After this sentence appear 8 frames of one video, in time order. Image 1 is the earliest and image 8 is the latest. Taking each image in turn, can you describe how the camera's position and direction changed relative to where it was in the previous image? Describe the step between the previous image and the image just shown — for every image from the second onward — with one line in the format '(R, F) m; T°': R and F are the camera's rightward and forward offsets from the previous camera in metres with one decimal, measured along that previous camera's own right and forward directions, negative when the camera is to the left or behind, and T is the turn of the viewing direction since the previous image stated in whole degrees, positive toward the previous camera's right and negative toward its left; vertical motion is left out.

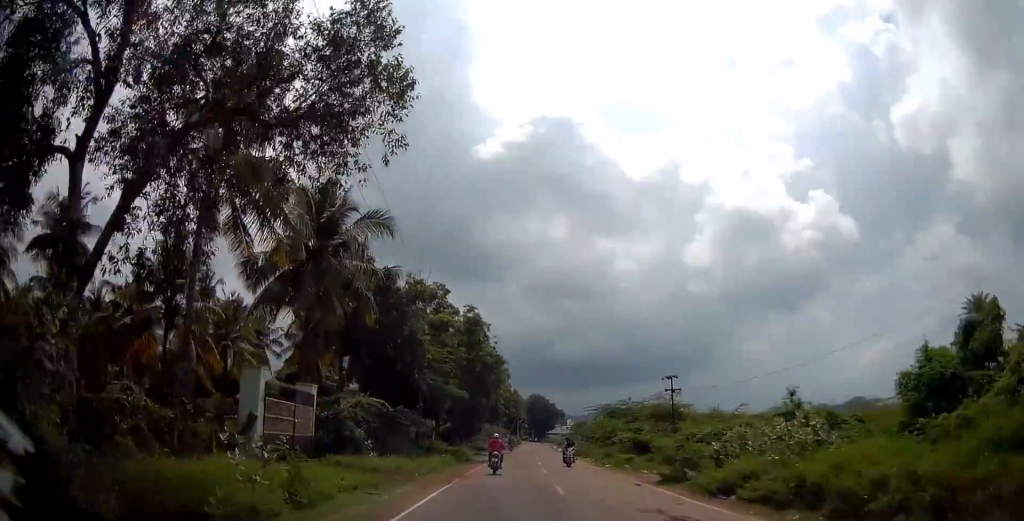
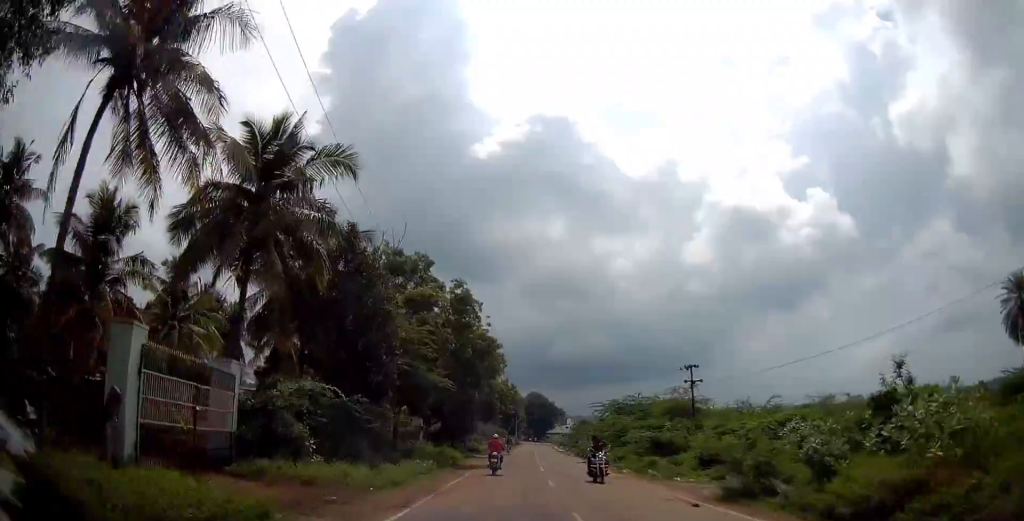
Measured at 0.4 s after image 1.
(0.0, +6.3) m; 0°
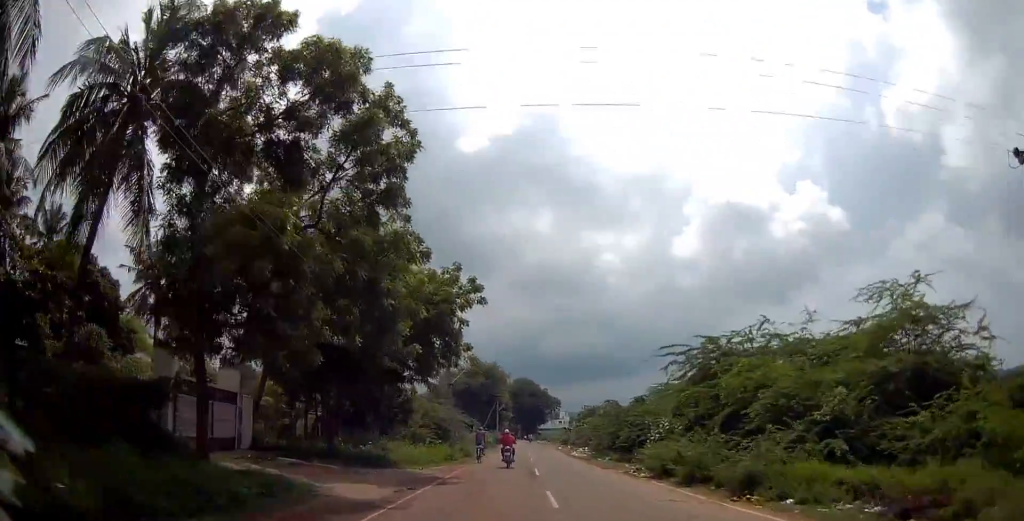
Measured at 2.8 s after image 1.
(+0.4, +34.2) m; +1°
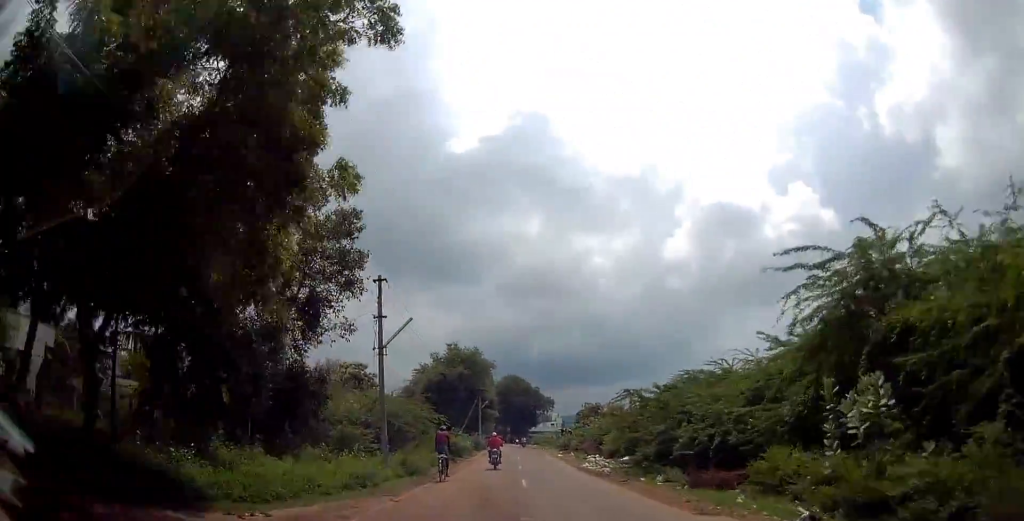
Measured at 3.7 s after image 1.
(0.0, +13.7) m; +1°
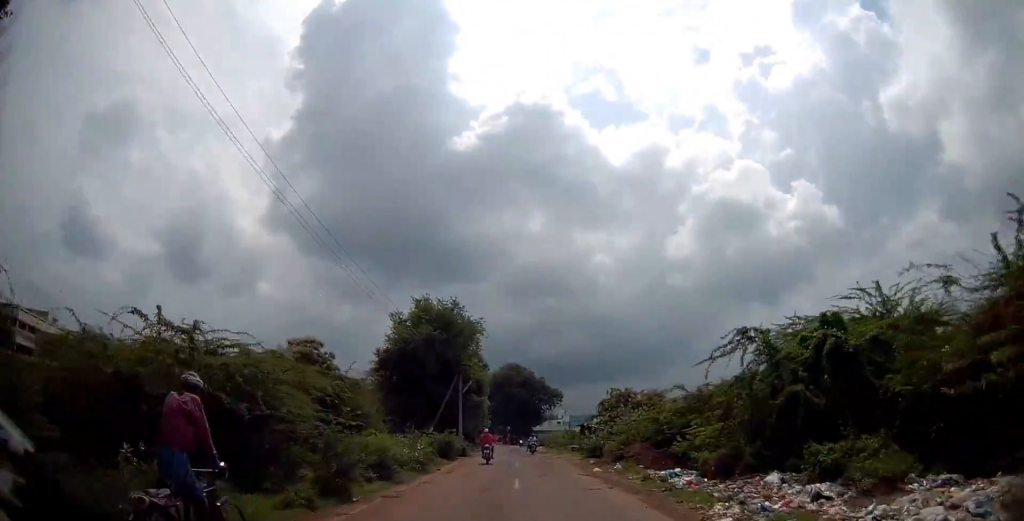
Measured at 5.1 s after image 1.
(-0.2, +19.4) m; -1°
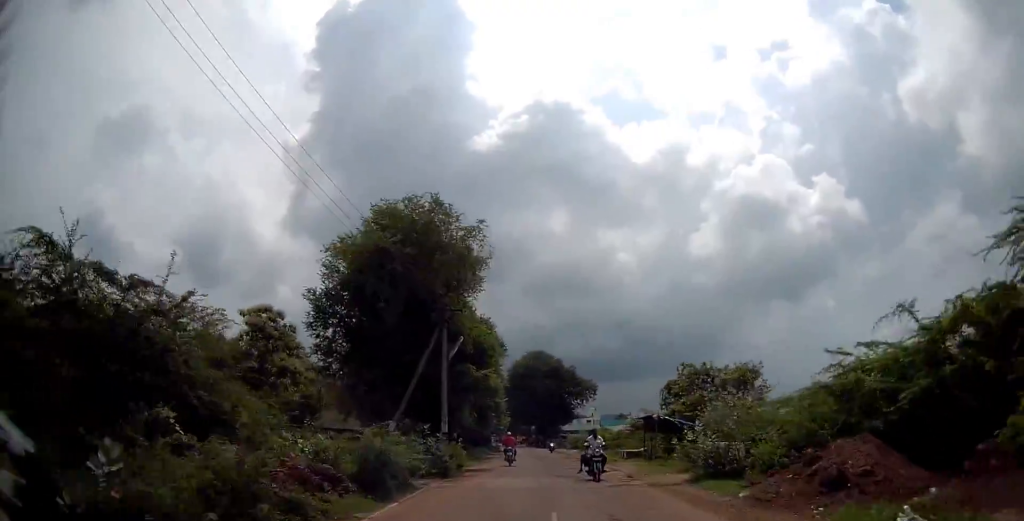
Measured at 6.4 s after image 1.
(+0.1, +16.7) m; -1°
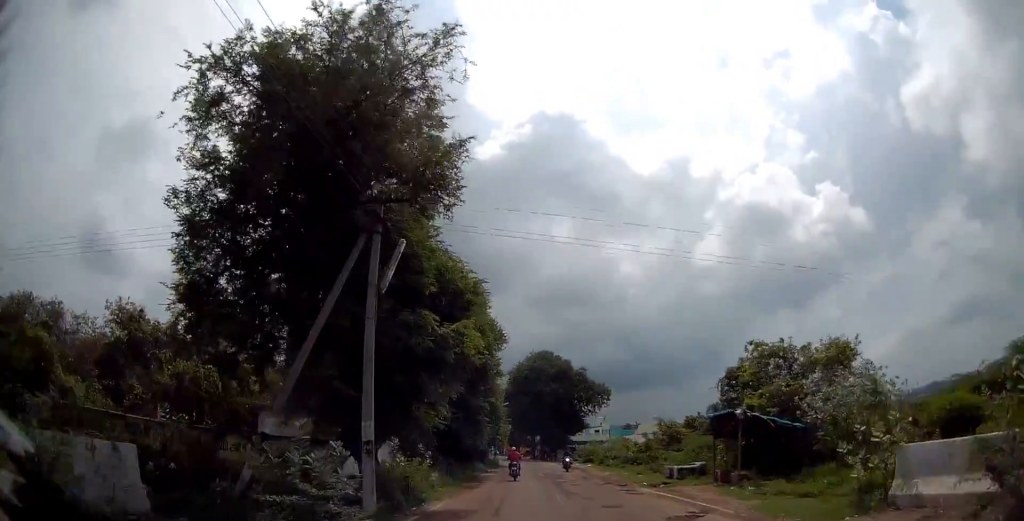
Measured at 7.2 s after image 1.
(-0.3, +10.8) m; -1°
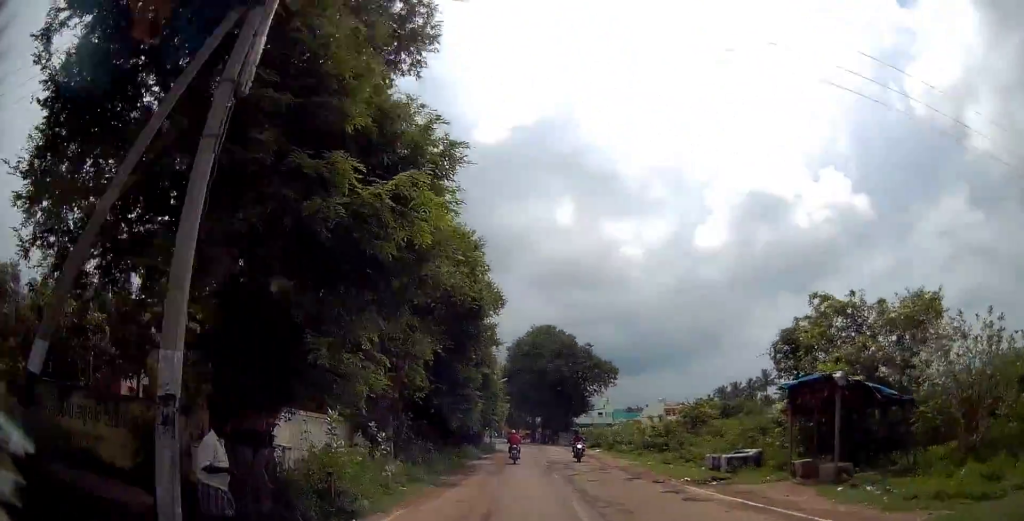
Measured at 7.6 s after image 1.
(-0.2, +6.1) m; -1°
